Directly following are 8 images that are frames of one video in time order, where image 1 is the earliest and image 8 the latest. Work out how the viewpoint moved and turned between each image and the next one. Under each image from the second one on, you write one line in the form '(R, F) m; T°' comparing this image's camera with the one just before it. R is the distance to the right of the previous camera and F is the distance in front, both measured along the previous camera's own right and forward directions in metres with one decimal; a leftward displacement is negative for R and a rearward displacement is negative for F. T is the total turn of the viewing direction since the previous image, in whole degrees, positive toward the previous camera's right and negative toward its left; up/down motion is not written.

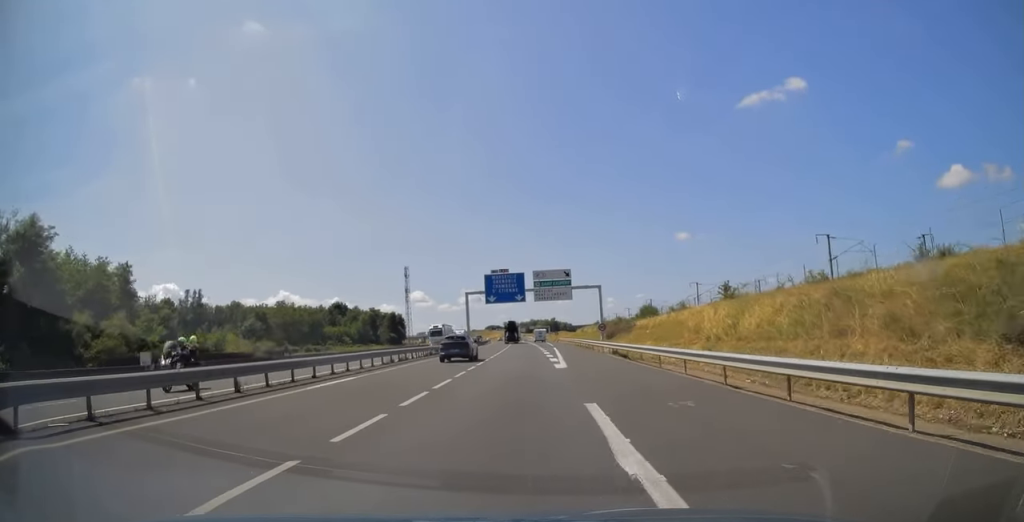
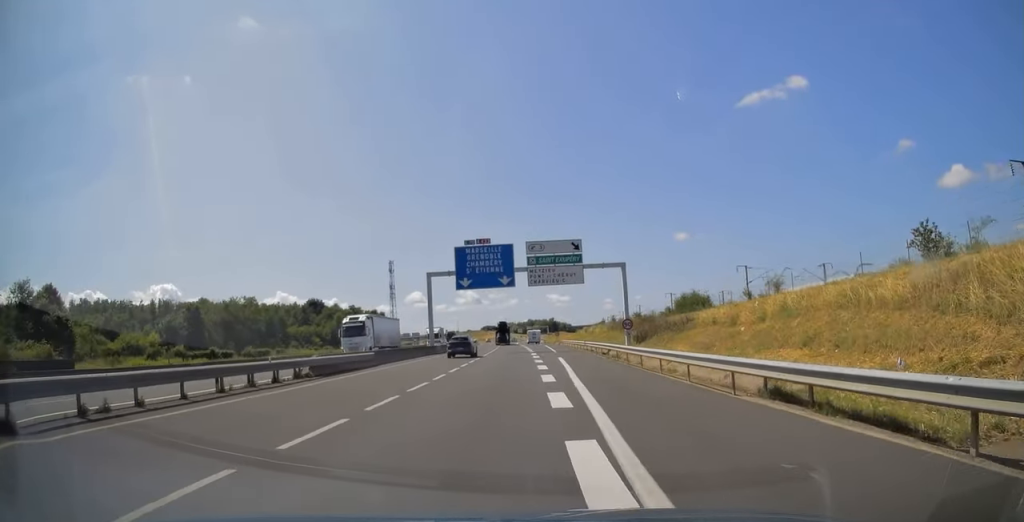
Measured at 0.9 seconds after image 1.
(+0.1, +25.7) m; 0°
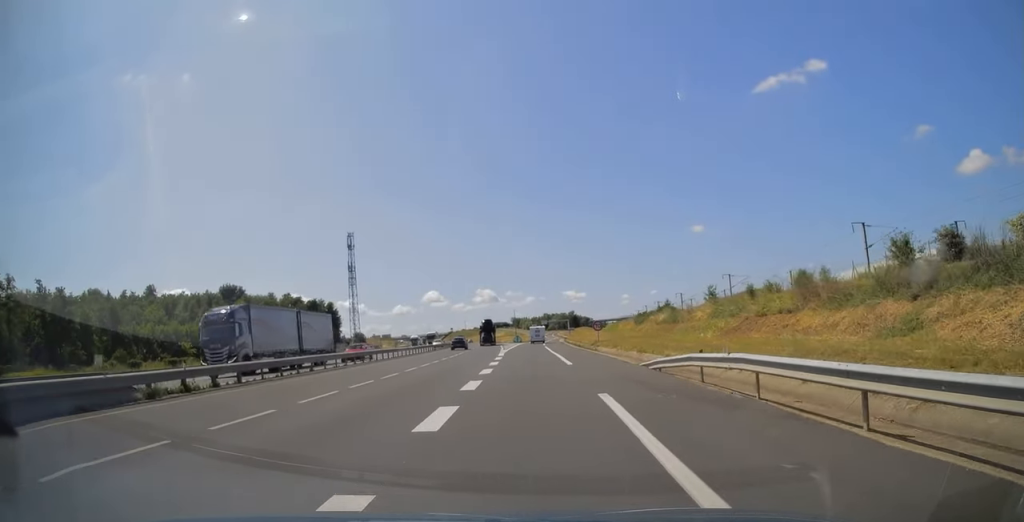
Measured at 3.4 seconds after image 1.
(-0.5, +74.3) m; -1°
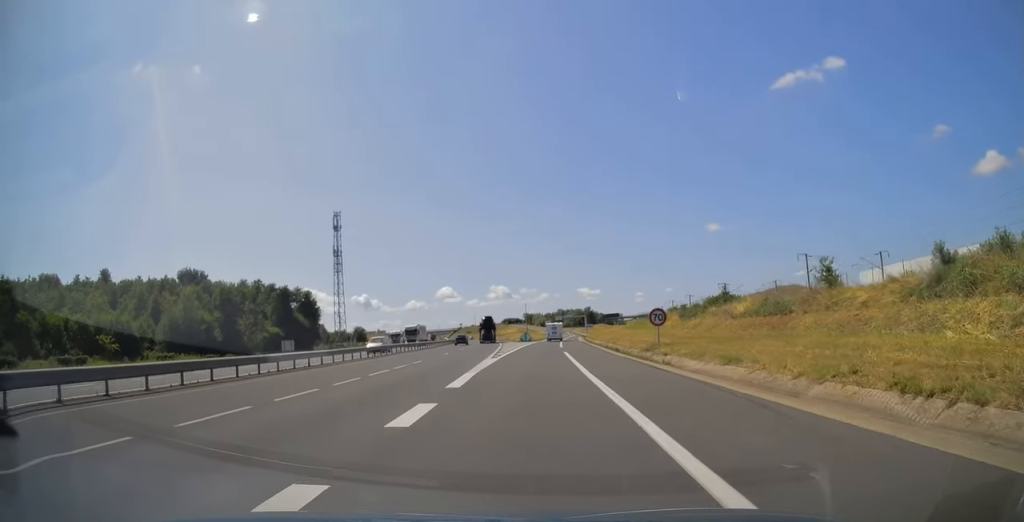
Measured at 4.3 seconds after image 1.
(-0.3, +25.9) m; -1°
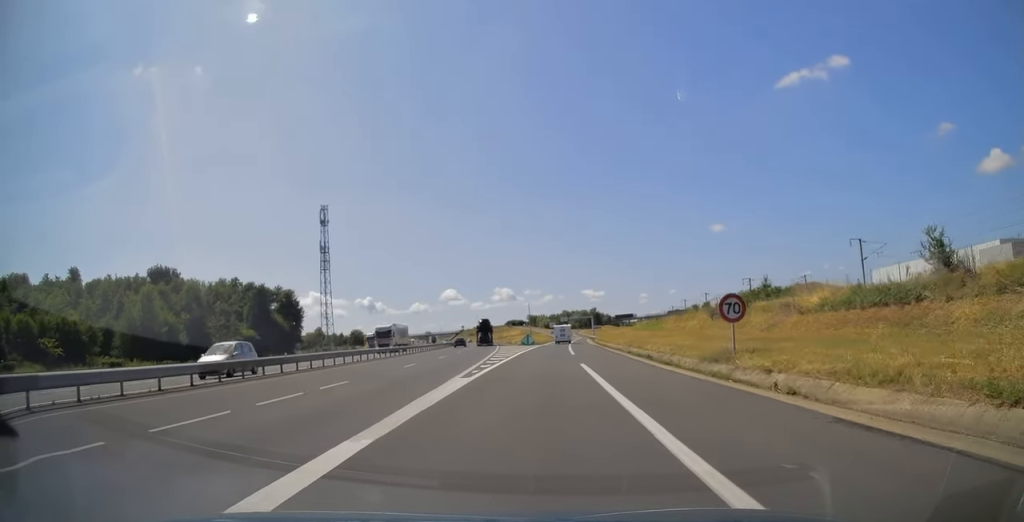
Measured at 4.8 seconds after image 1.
(-0.1, +13.3) m; 0°
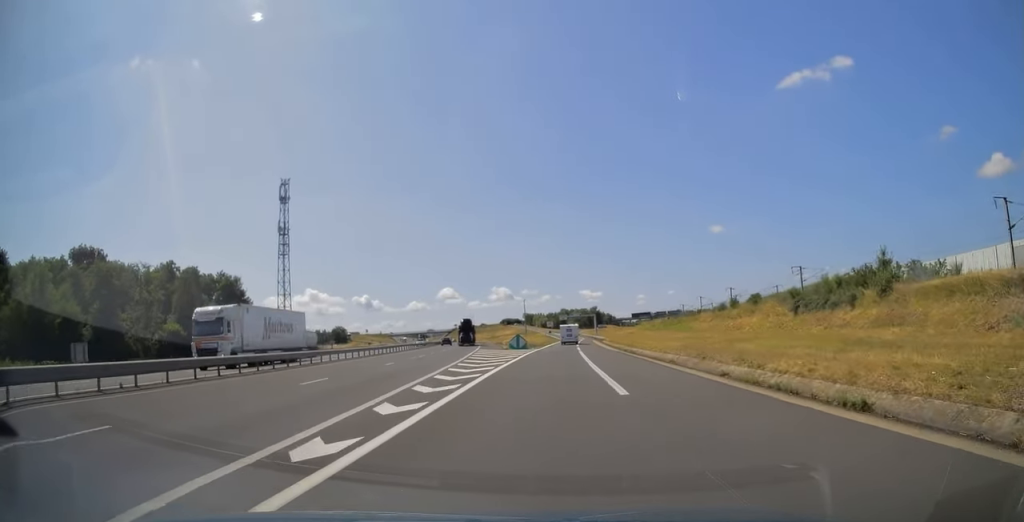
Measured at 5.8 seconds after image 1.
(-0.1, +24.1) m; 0°
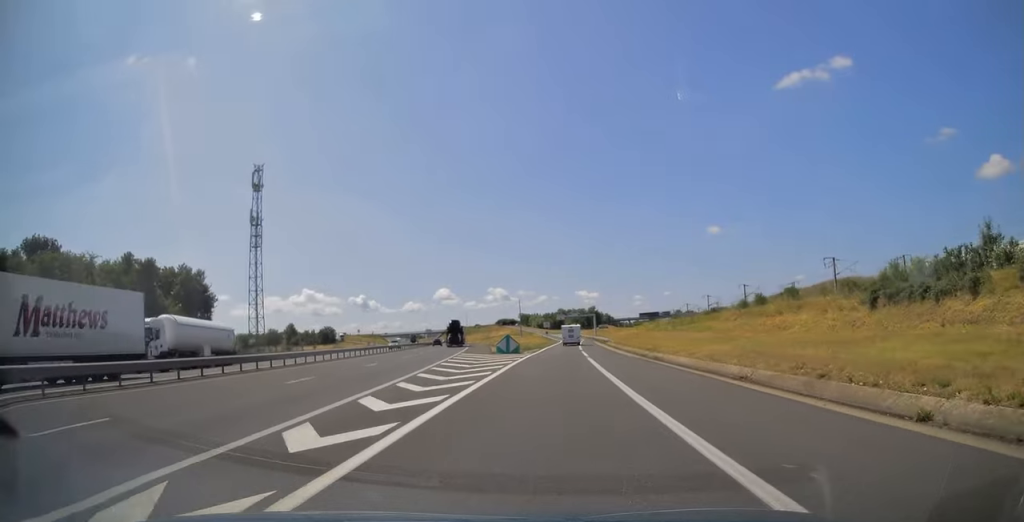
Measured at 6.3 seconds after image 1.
(+0.1, +11.8) m; 0°
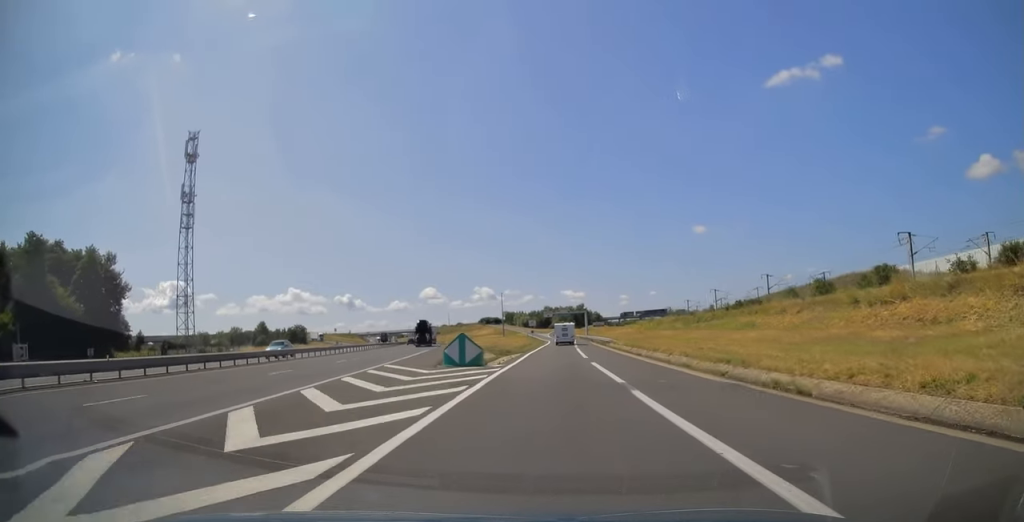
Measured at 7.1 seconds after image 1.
(+0.1, +20.9) m; +1°
